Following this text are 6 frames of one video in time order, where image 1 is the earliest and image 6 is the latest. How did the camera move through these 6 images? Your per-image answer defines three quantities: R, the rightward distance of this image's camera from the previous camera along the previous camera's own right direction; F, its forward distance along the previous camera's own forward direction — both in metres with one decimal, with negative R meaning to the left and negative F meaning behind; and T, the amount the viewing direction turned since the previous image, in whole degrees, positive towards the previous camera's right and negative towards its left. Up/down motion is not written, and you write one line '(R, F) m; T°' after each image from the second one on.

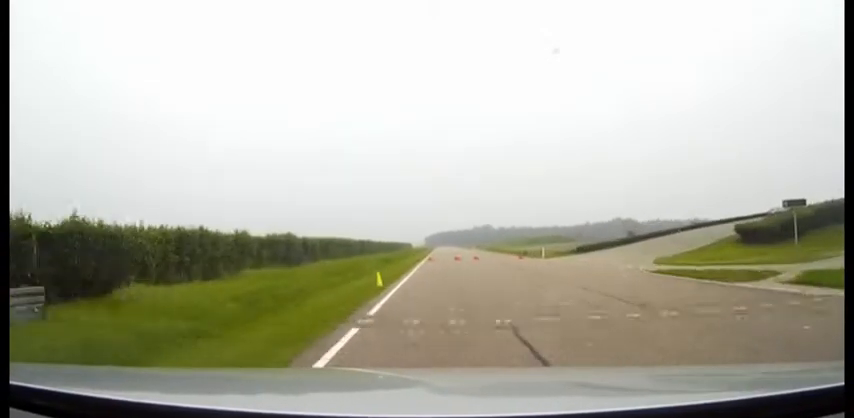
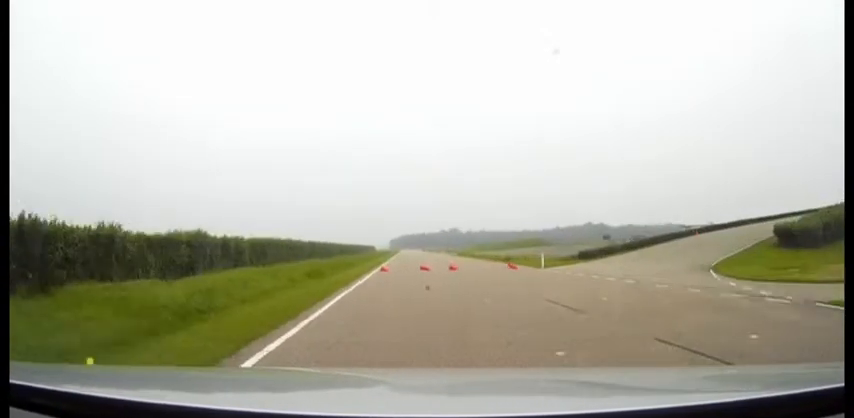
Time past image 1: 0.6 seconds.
(-0.1, +12.9) m; +4°
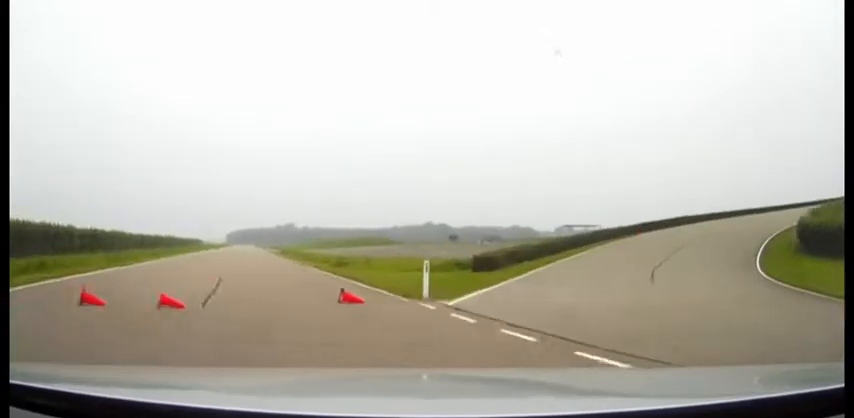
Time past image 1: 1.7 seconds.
(+2.2, +20.5) m; +17°
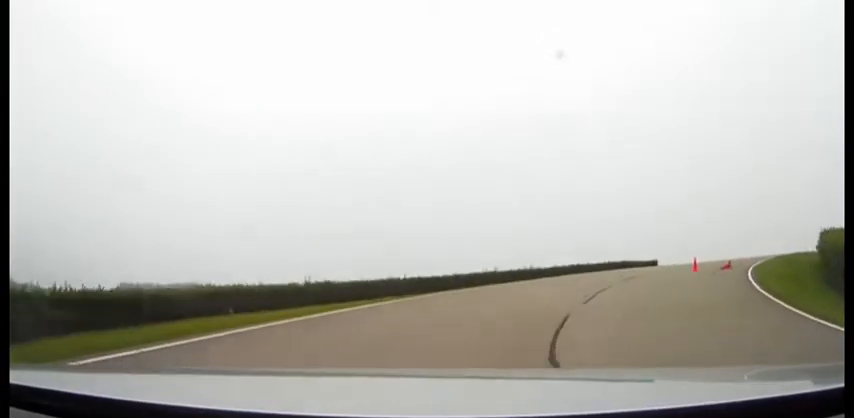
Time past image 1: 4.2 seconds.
(+17.9, +34.7) m; +55°
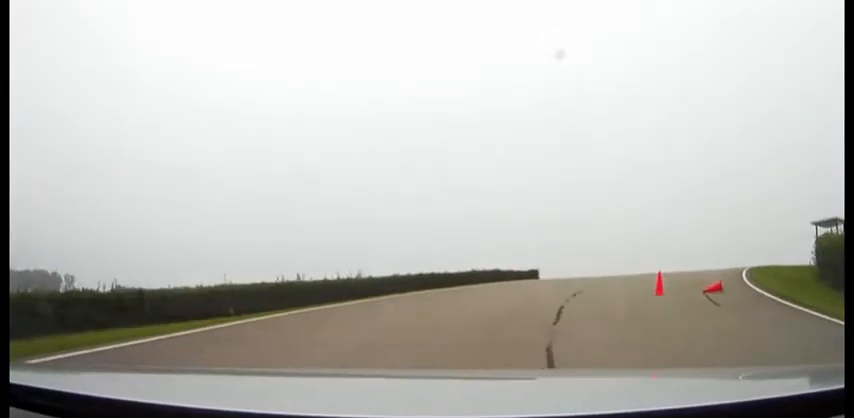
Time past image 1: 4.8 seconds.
(+0.9, +10.2) m; +16°
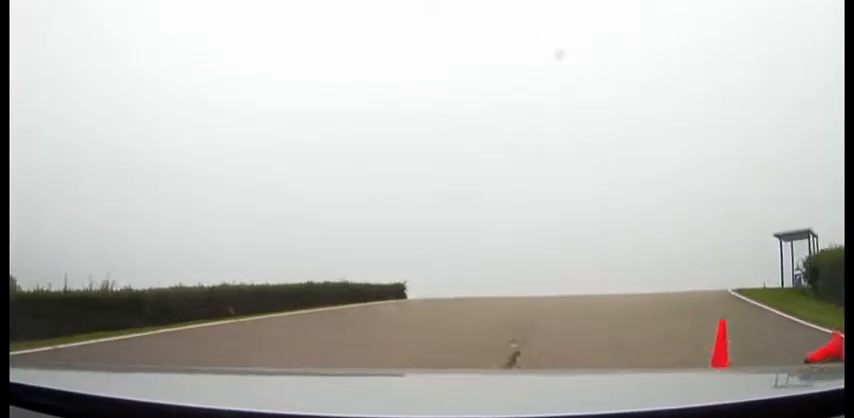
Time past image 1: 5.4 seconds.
(+1.3, +8.2) m; +14°
